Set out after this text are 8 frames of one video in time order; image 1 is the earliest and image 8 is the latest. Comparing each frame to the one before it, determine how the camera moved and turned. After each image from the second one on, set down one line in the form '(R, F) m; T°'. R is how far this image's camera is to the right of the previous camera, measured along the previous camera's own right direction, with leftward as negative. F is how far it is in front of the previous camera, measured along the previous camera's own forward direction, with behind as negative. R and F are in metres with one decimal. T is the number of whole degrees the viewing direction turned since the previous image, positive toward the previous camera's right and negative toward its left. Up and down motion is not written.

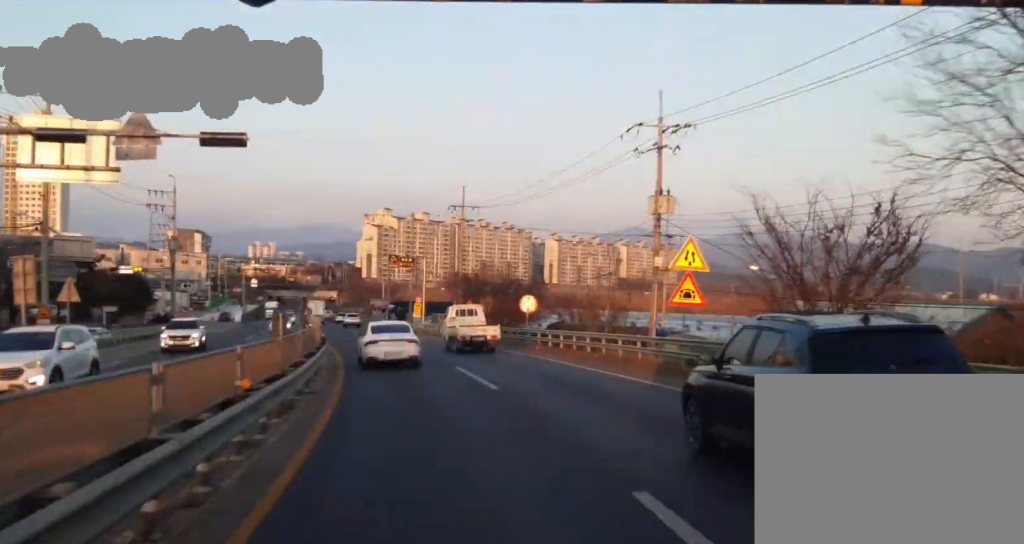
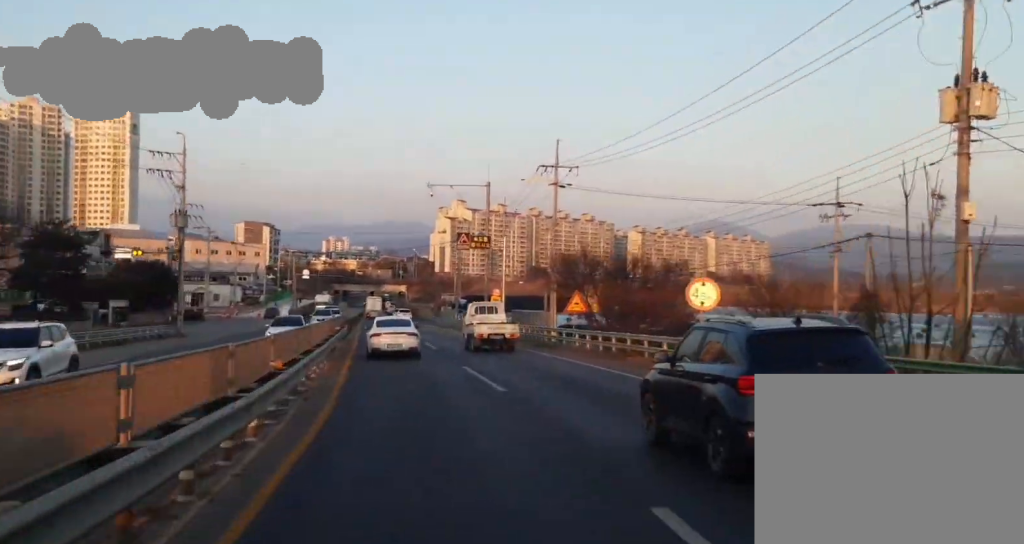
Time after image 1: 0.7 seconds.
(0.0, +20.5) m; -6°
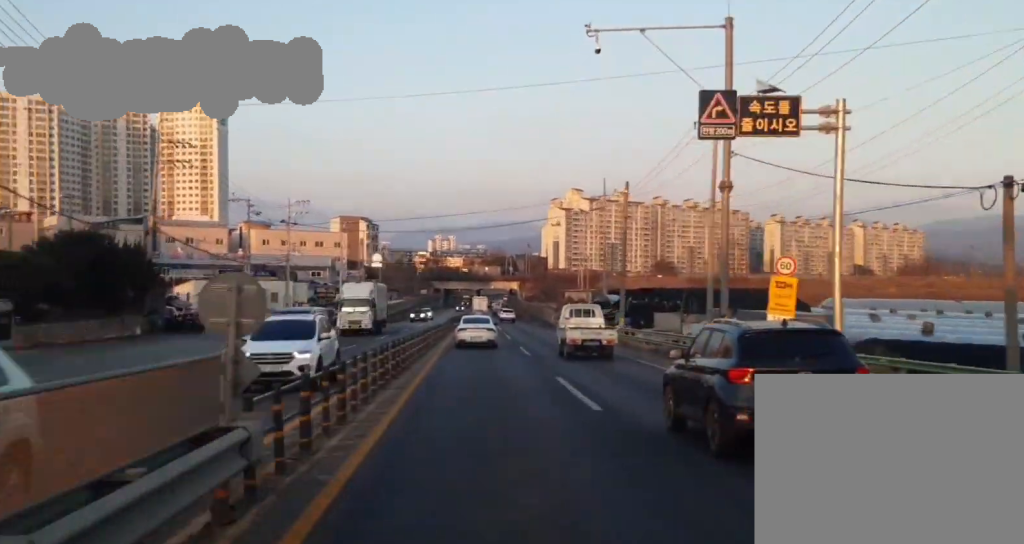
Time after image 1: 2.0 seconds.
(-5.7, +40.8) m; -13°
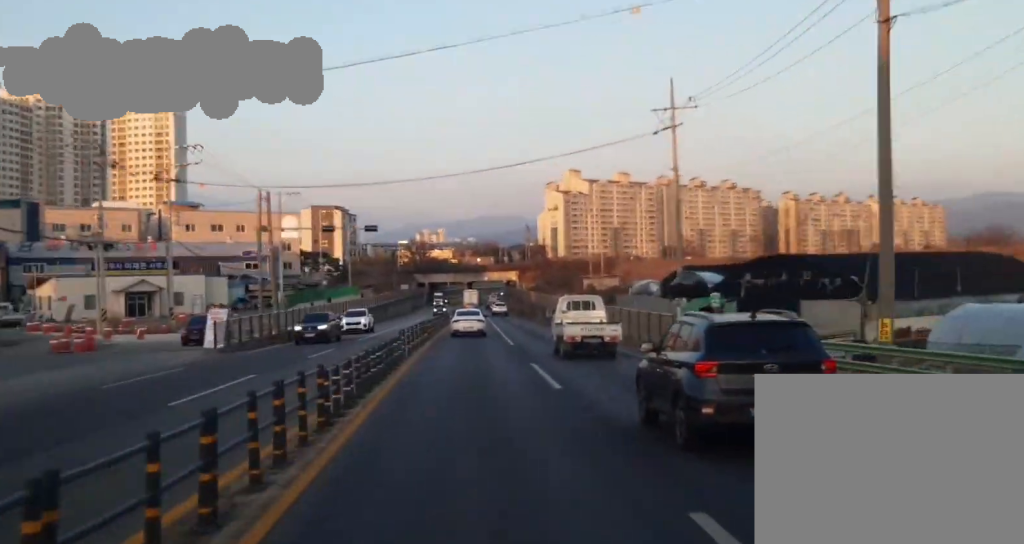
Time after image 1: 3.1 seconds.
(-0.6, +34.0) m; -1°
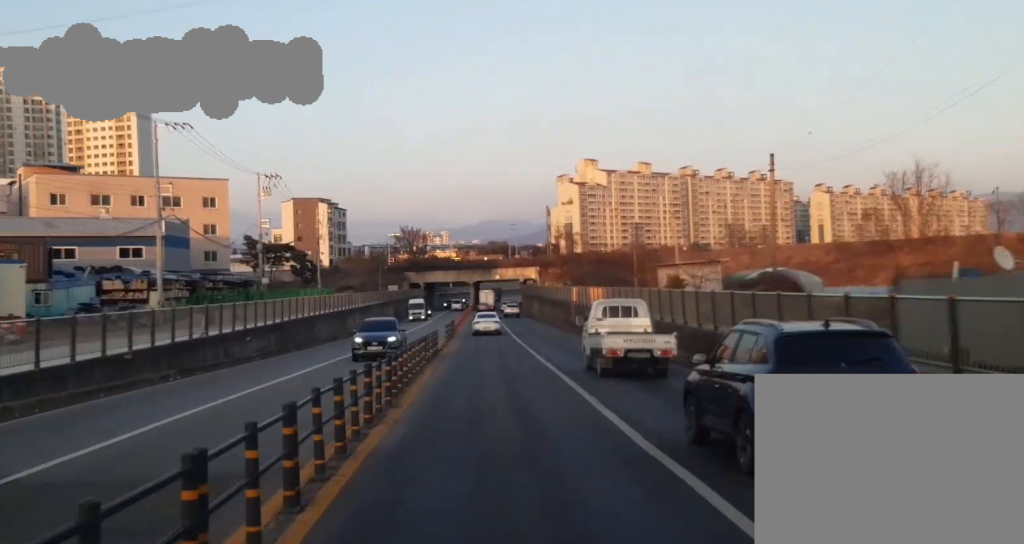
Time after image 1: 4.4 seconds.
(0.0, +42.0) m; 0°
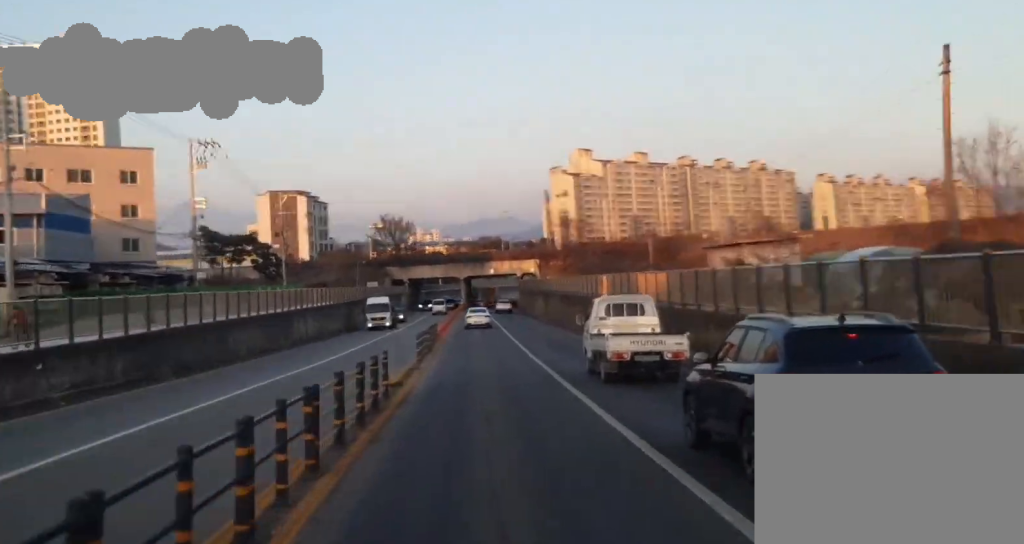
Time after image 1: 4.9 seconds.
(0.0, +18.4) m; 0°
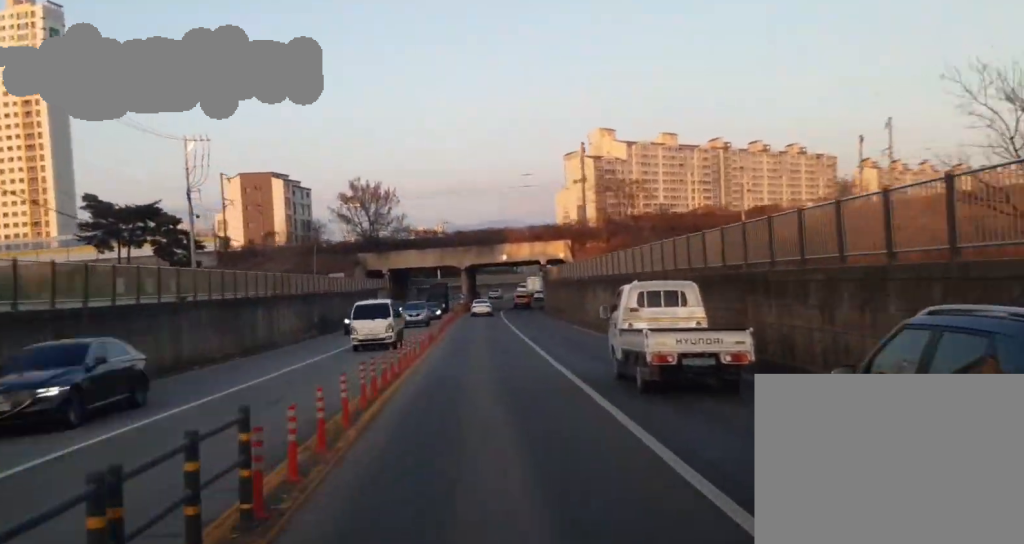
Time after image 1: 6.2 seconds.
(0.0, +40.2) m; 0°
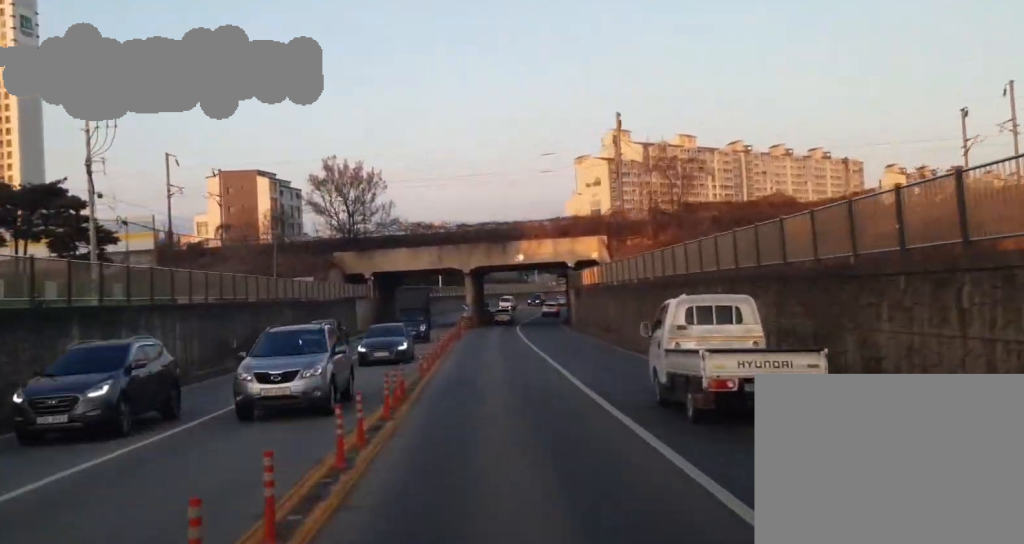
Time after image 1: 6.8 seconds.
(0.0, +21.7) m; 0°
